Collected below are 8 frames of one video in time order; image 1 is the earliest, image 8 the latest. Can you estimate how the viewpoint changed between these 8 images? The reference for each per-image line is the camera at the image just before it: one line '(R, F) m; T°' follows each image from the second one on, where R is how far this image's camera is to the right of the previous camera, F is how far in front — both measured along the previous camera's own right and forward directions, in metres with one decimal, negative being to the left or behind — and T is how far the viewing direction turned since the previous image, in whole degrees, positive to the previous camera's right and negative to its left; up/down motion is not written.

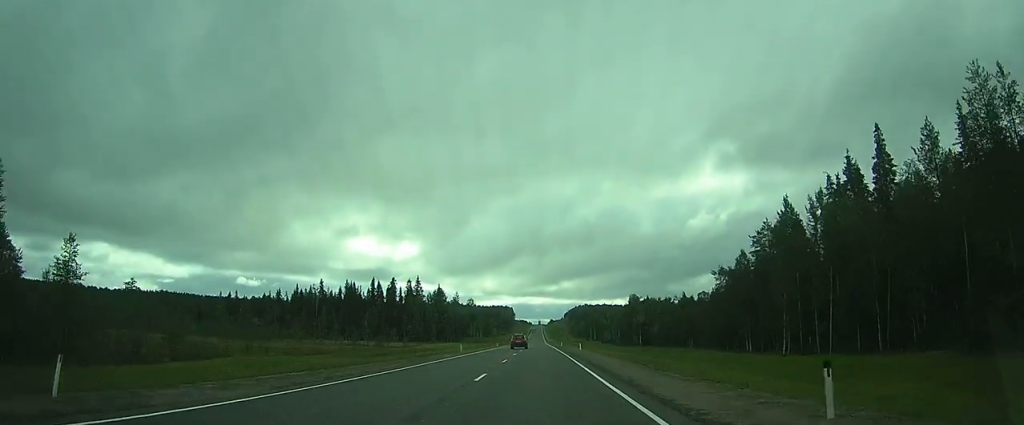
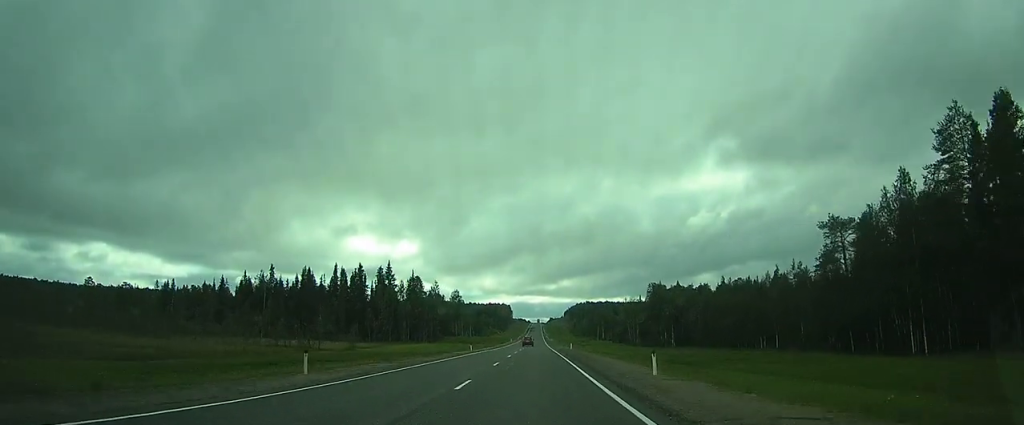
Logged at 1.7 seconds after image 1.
(0.0, +39.1) m; 0°
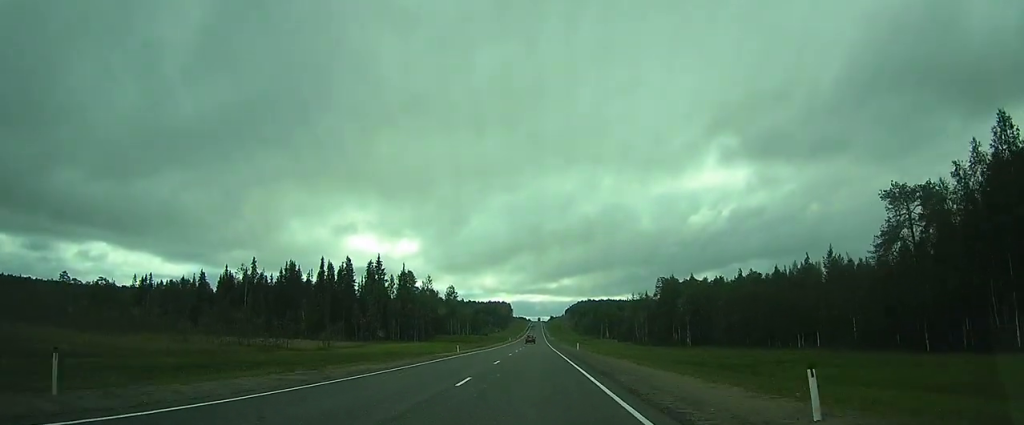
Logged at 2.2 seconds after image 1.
(0.0, +11.6) m; 0°
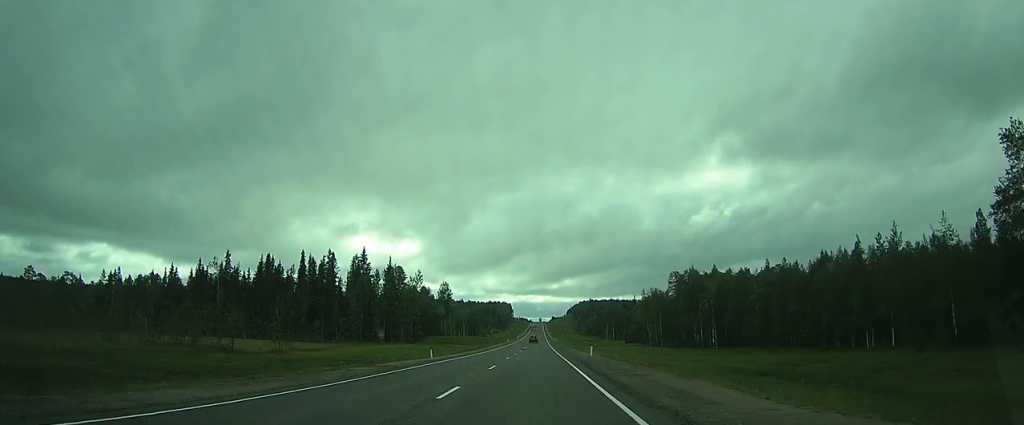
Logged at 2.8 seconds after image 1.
(-0.1, +14.6) m; 0°
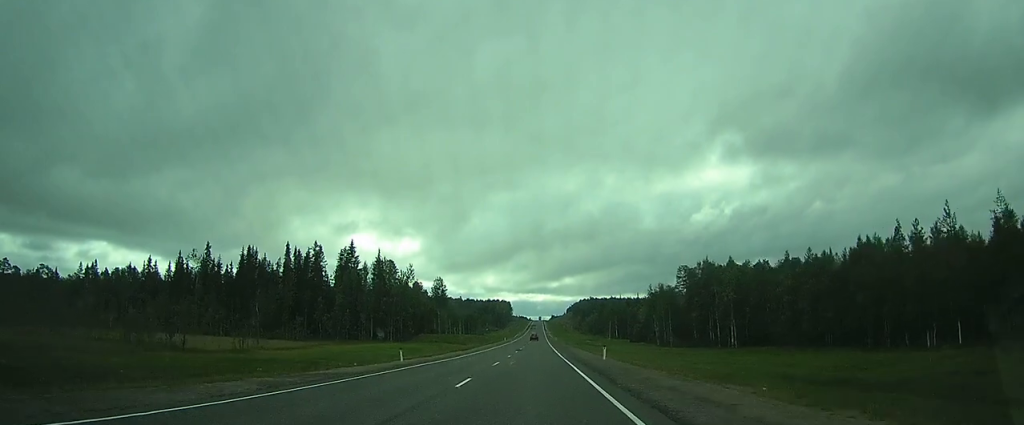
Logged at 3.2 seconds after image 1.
(0.0, +9.2) m; 0°
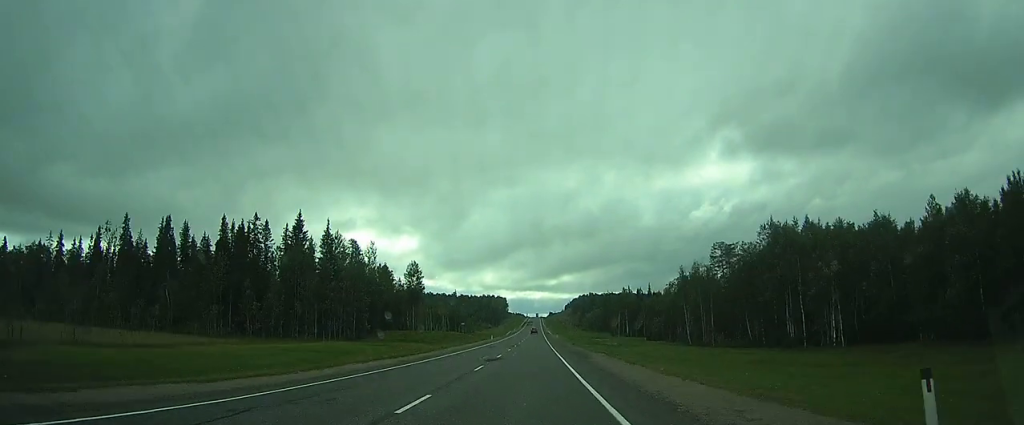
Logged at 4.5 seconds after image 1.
(+0.1, +28.9) m; 0°
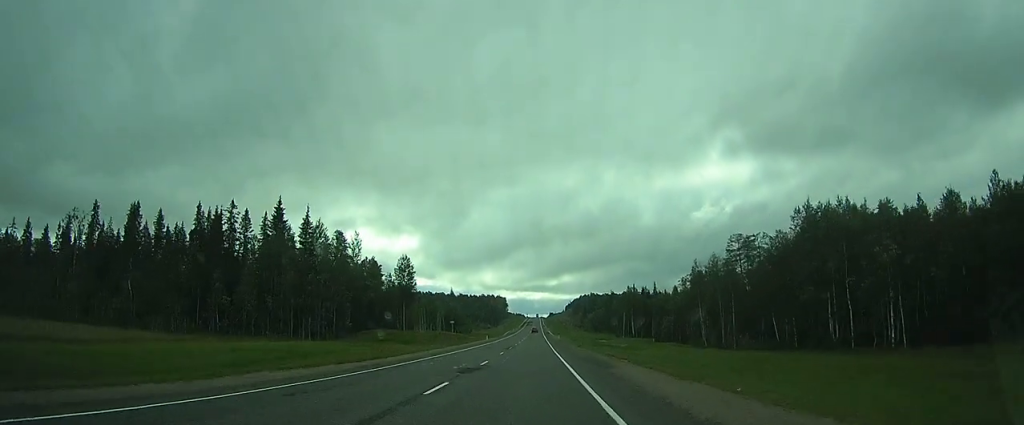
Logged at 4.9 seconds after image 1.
(0.0, +9.1) m; 0°
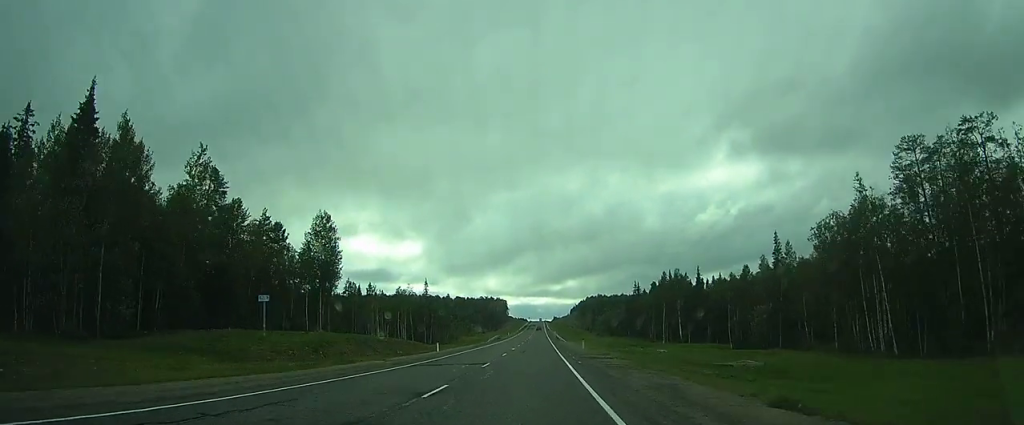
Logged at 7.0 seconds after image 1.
(+0.1, +47.6) m; 0°
